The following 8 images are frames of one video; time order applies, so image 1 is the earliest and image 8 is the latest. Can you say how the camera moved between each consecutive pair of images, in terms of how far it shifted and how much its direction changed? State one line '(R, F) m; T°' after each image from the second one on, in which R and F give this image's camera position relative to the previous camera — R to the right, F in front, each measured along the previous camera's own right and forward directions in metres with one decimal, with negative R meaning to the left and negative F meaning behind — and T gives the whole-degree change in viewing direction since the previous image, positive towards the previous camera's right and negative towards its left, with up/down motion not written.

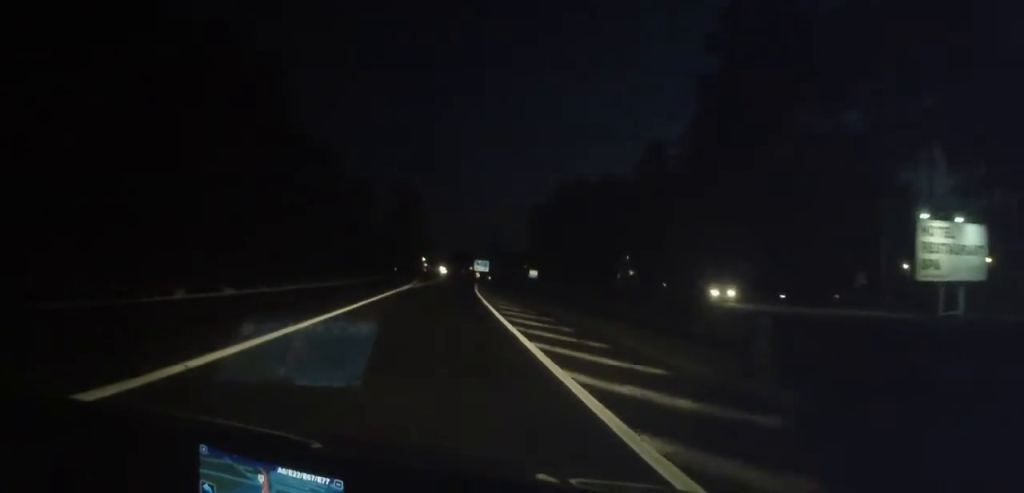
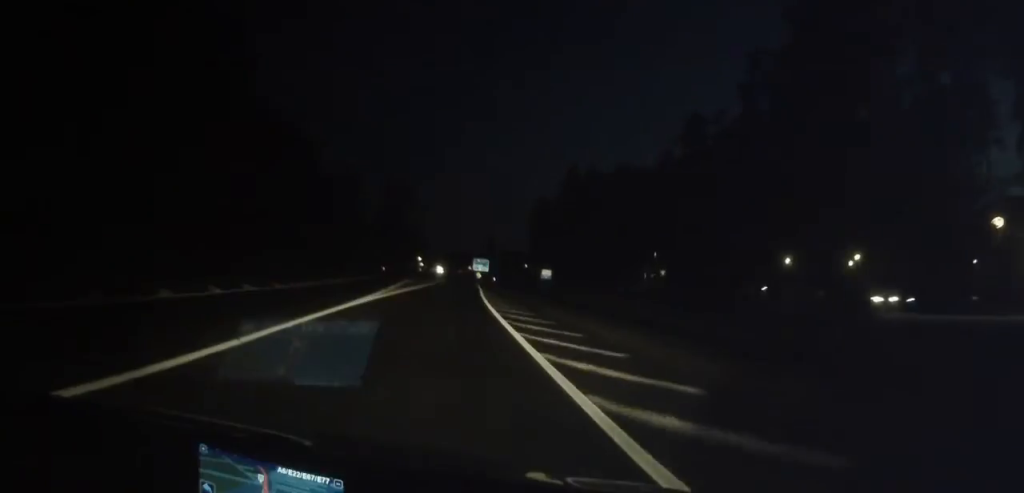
(+0.1, +15.2) m; 0°
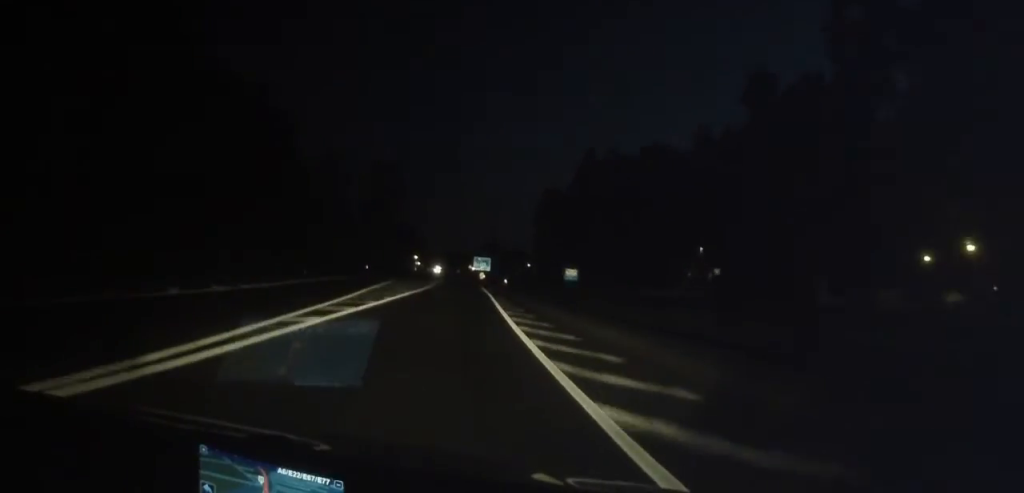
(0.0, +17.0) m; 0°
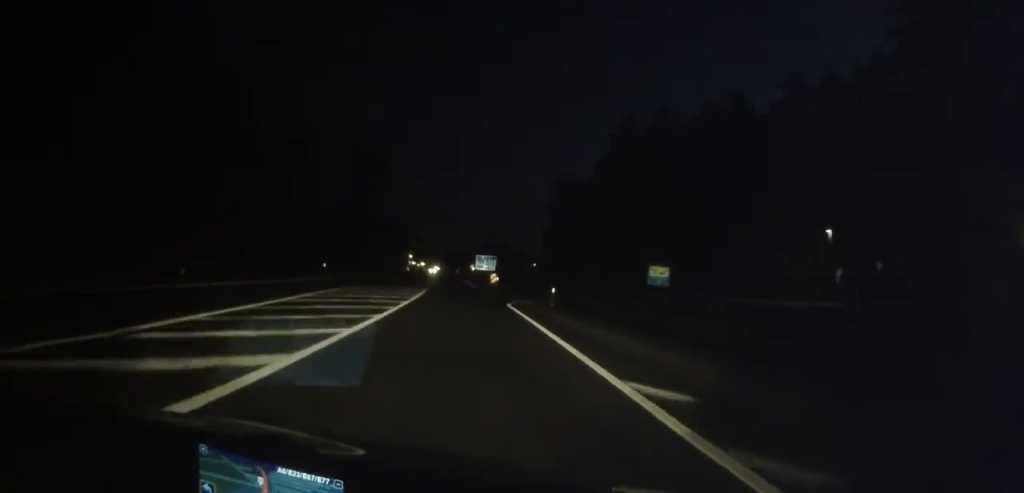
(0.0, +26.0) m; 0°
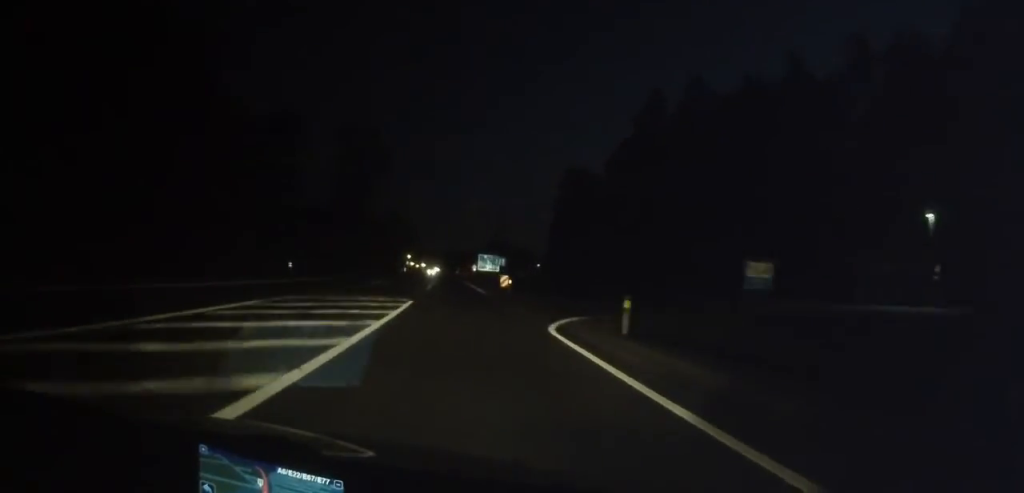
(-0.1, +11.7) m; 0°
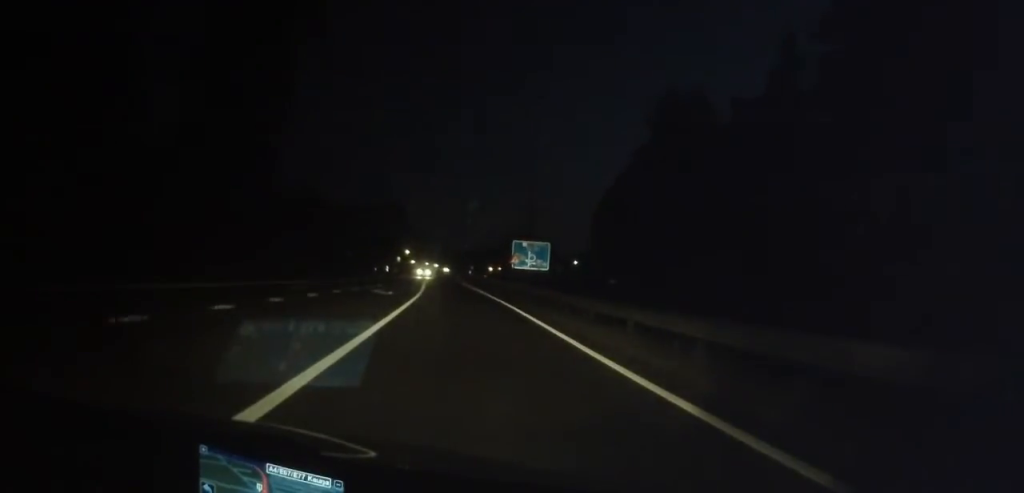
(+0.9, +58.6) m; 0°
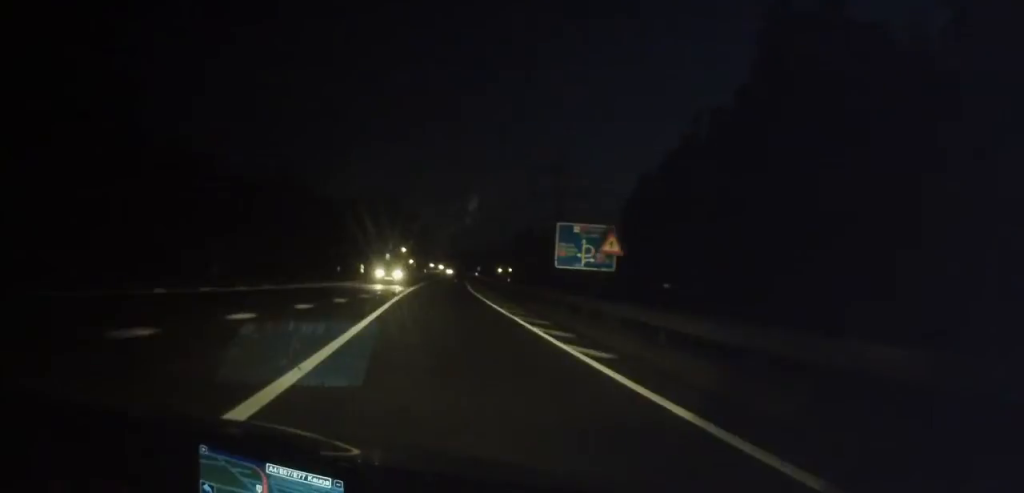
(-0.5, +29.1) m; 0°
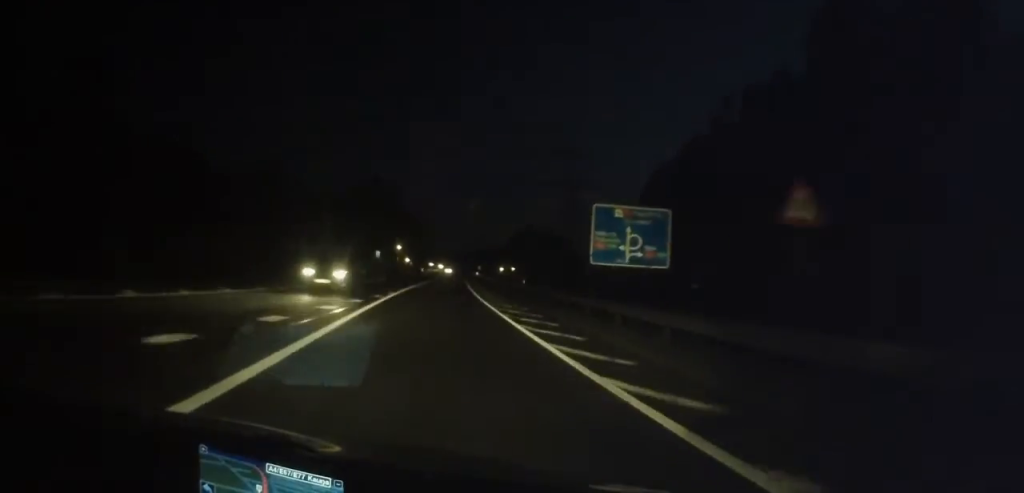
(+0.2, +11.8) m; 0°
